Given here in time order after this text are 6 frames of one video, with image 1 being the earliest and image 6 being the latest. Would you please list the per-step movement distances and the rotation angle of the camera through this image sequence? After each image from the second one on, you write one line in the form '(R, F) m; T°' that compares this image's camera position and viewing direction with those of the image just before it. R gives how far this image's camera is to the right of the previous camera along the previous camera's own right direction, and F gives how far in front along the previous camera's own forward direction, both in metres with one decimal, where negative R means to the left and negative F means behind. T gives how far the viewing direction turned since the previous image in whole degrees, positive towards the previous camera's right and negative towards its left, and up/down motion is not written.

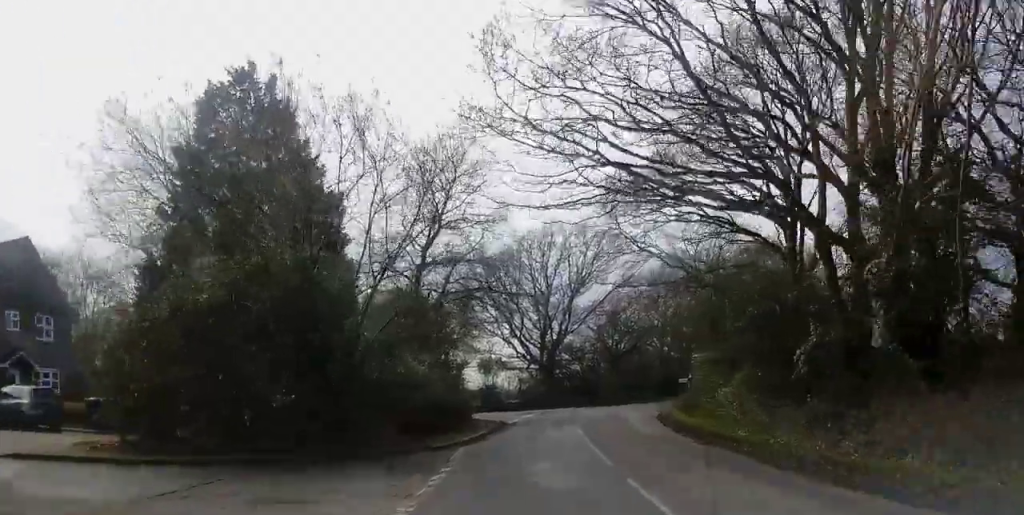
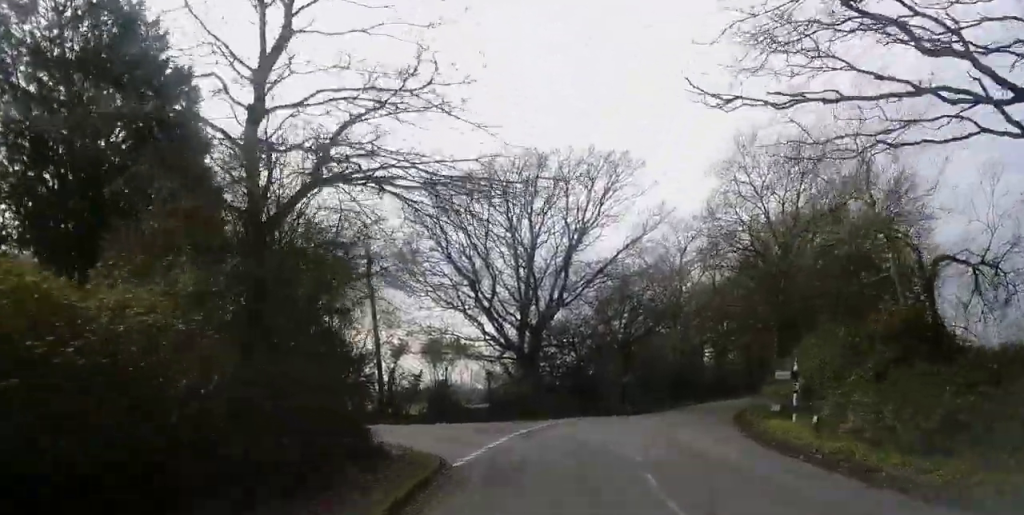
(+0.1, +18.6) m; 0°
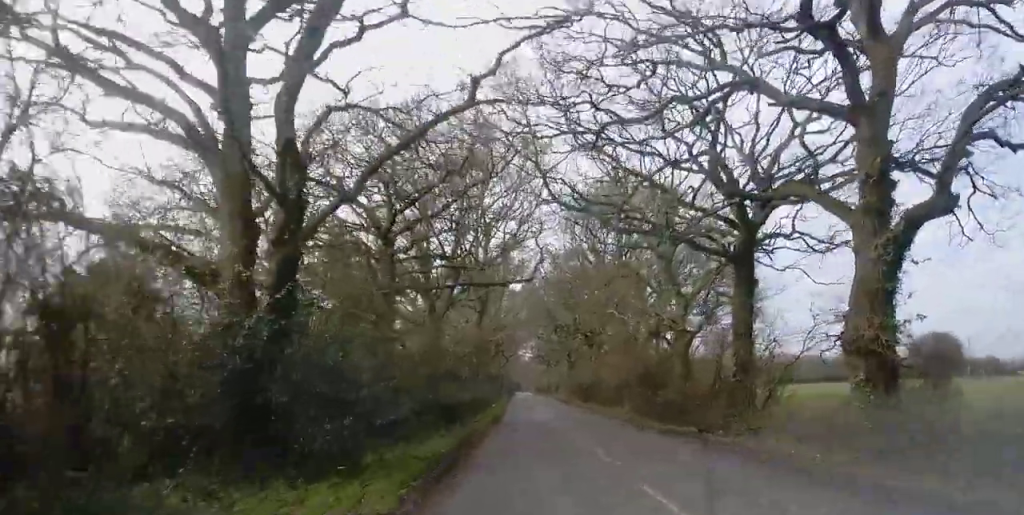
(+8.7, +47.5) m; +21°
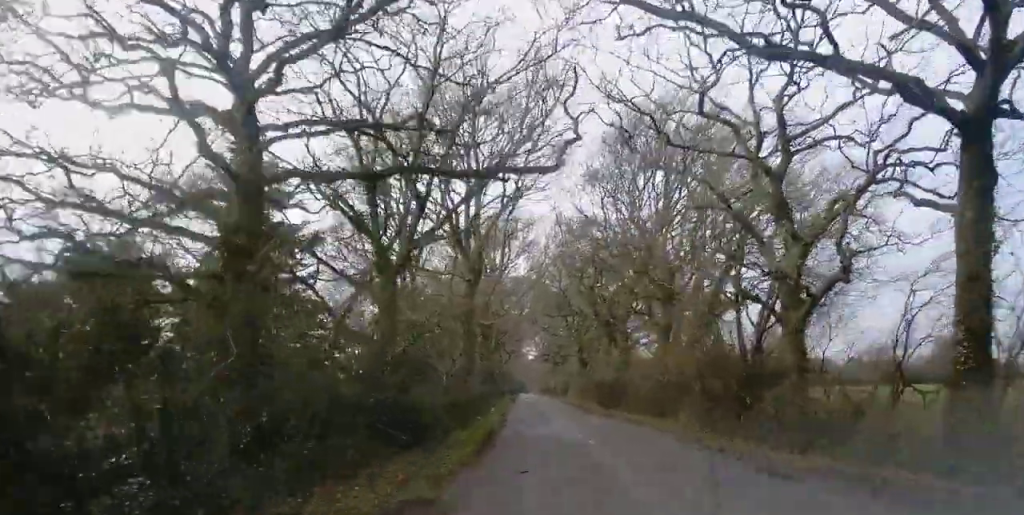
(+0.5, +10.1) m; +2°
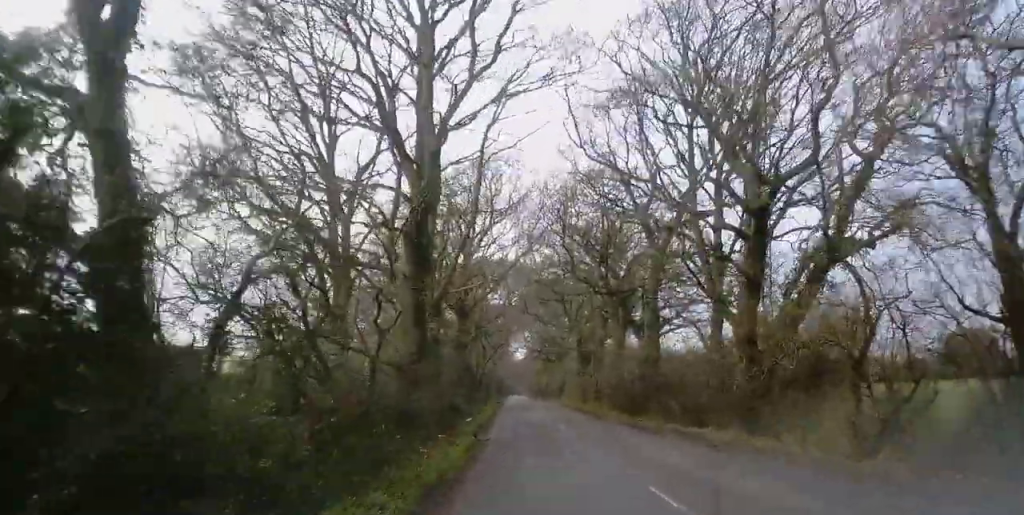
(0.0, +12.9) m; -2°
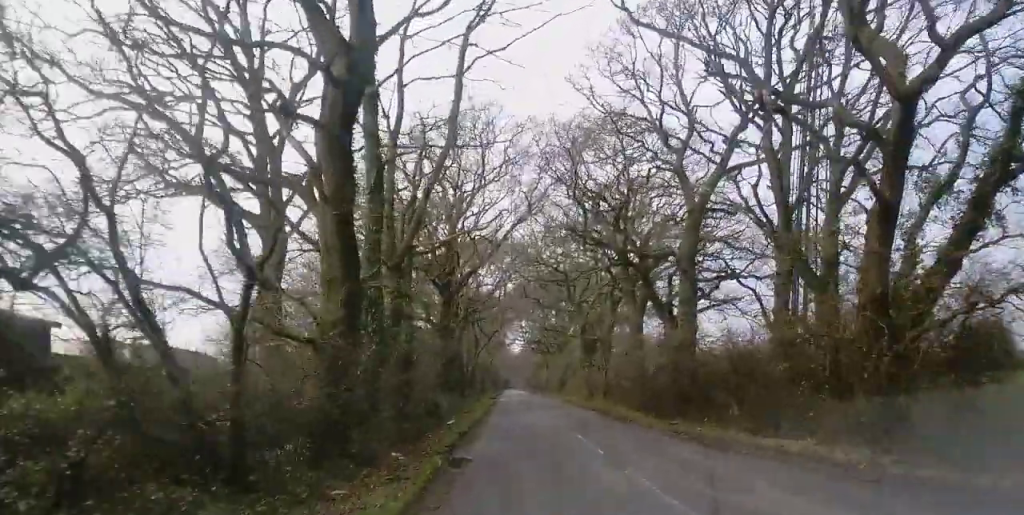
(-0.4, +7.8) m; -2°
